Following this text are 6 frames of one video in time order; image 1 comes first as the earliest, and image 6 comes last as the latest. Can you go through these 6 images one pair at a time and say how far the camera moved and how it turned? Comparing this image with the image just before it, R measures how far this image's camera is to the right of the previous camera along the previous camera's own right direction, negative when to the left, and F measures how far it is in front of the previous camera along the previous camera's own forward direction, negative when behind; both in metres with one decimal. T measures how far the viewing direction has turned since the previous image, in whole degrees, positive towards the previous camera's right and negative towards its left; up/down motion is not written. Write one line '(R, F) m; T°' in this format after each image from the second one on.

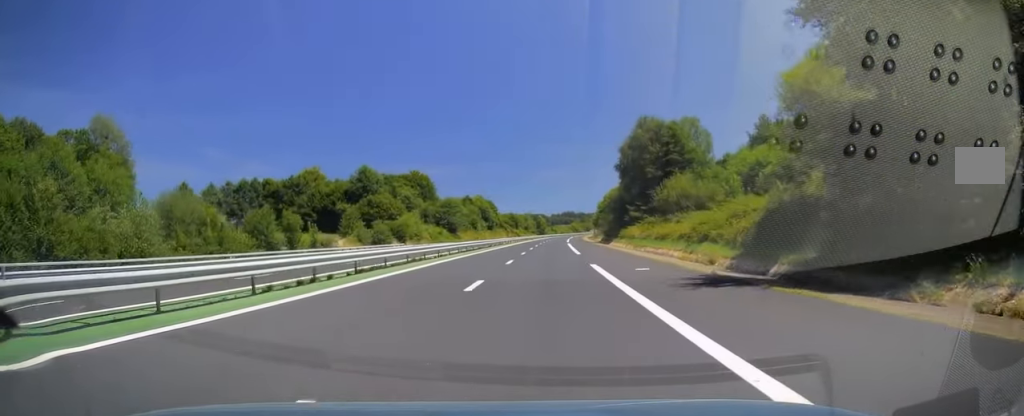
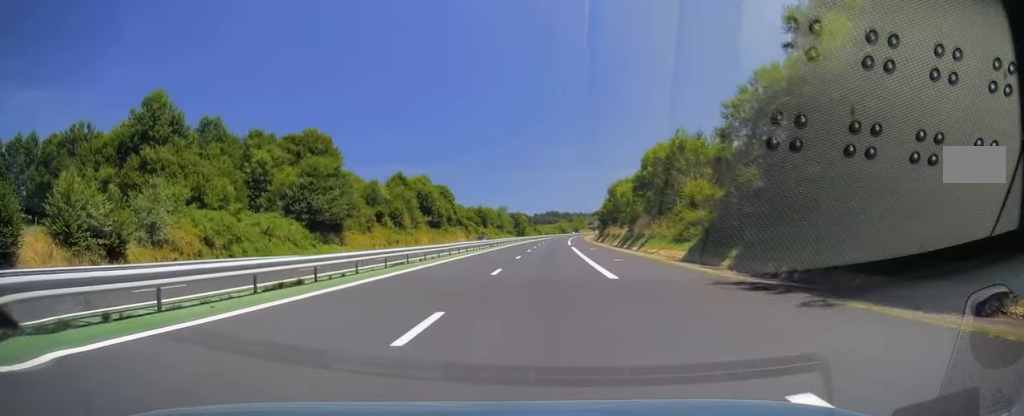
(+1.3, +71.8) m; +2°
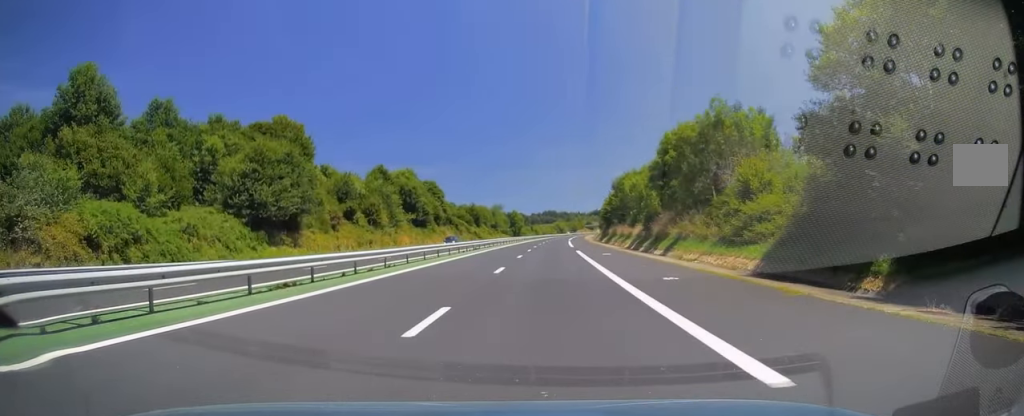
(0.0, +12.2) m; 0°
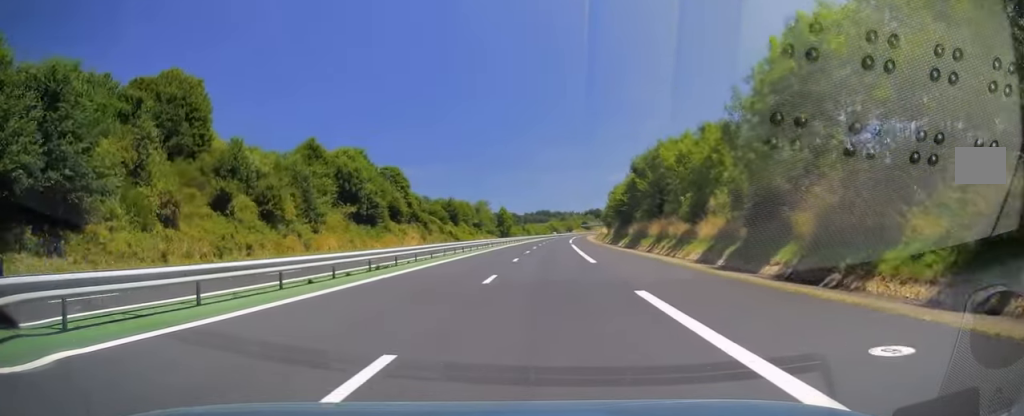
(+0.1, +30.3) m; +1°
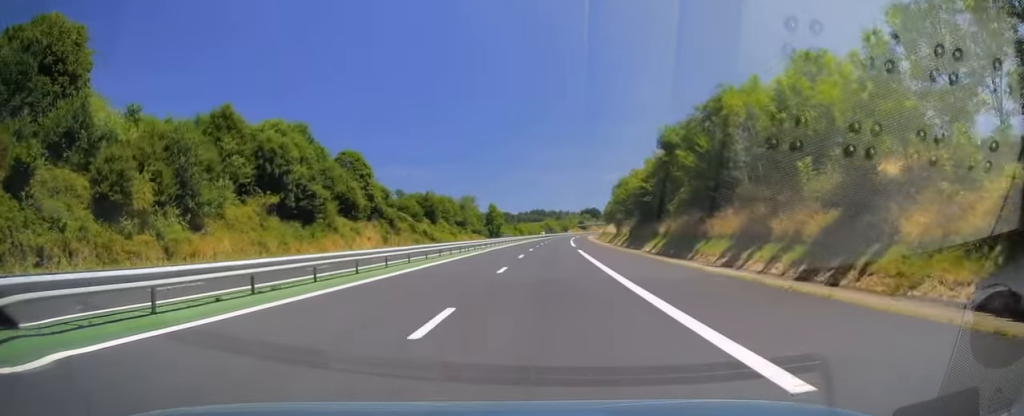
(+0.3, +21.5) m; +1°
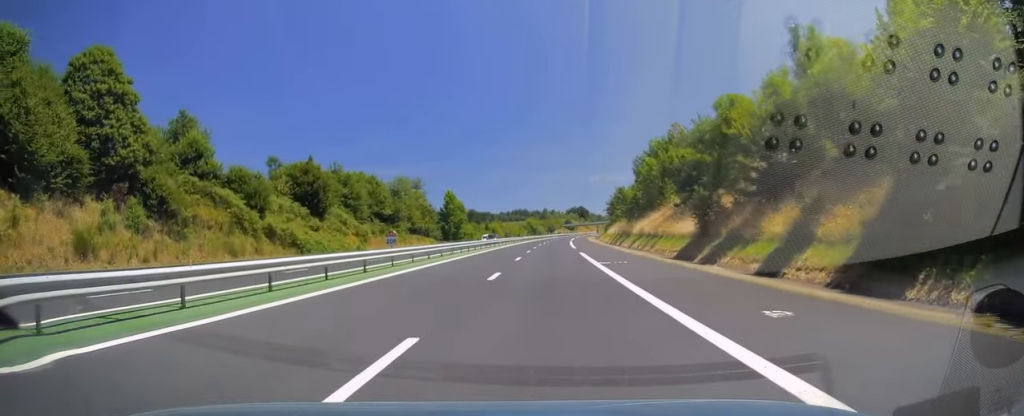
(+0.1, +54.8) m; +1°
